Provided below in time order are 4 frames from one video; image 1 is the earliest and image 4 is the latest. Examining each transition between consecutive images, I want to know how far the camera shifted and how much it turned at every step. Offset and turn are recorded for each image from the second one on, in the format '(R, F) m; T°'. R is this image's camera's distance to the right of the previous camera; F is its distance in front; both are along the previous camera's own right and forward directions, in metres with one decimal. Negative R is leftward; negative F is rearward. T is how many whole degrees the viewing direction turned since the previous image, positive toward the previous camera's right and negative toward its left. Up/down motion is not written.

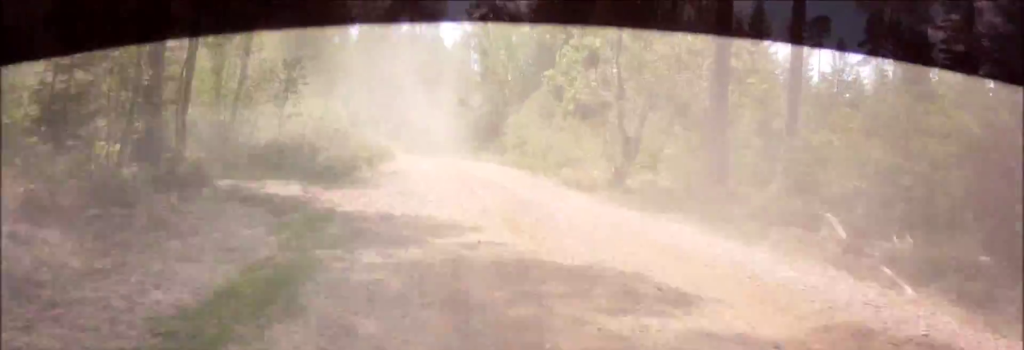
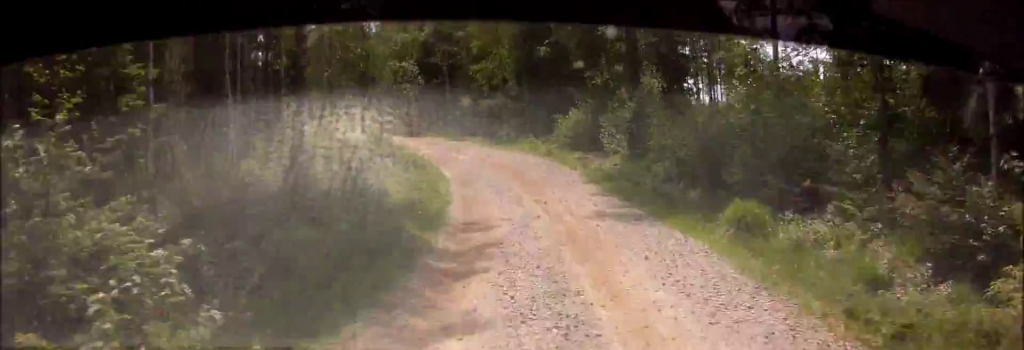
(-12.0, +49.4) m; -21°
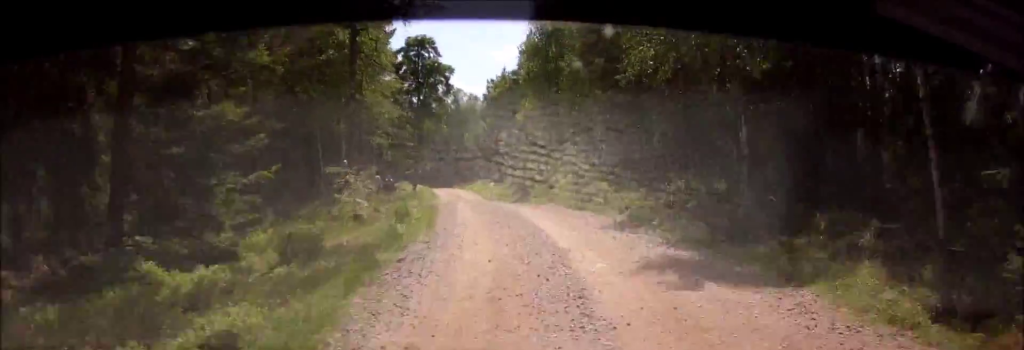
(-5.6, +41.8) m; -16°
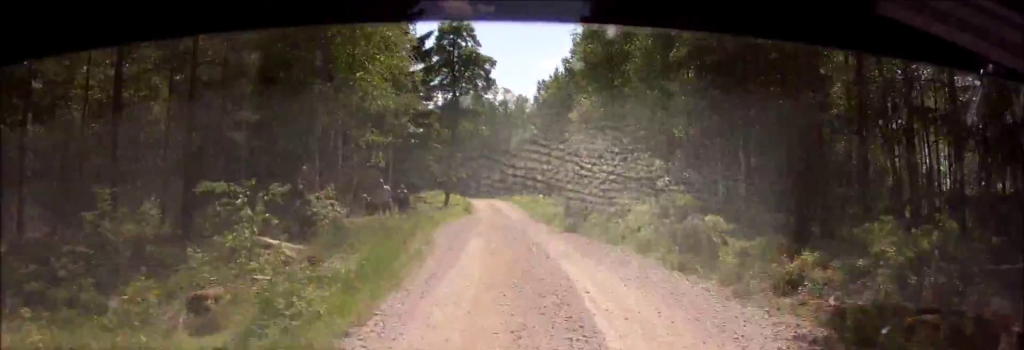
(-0.4, +10.1) m; -4°
